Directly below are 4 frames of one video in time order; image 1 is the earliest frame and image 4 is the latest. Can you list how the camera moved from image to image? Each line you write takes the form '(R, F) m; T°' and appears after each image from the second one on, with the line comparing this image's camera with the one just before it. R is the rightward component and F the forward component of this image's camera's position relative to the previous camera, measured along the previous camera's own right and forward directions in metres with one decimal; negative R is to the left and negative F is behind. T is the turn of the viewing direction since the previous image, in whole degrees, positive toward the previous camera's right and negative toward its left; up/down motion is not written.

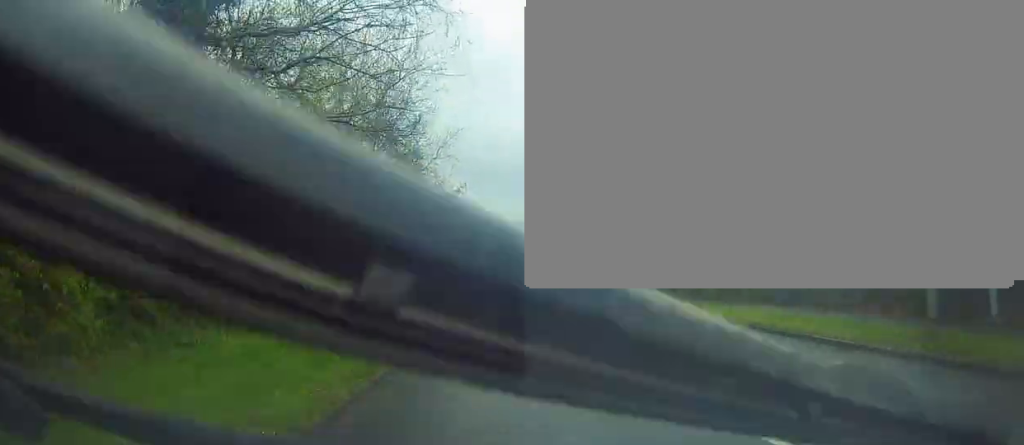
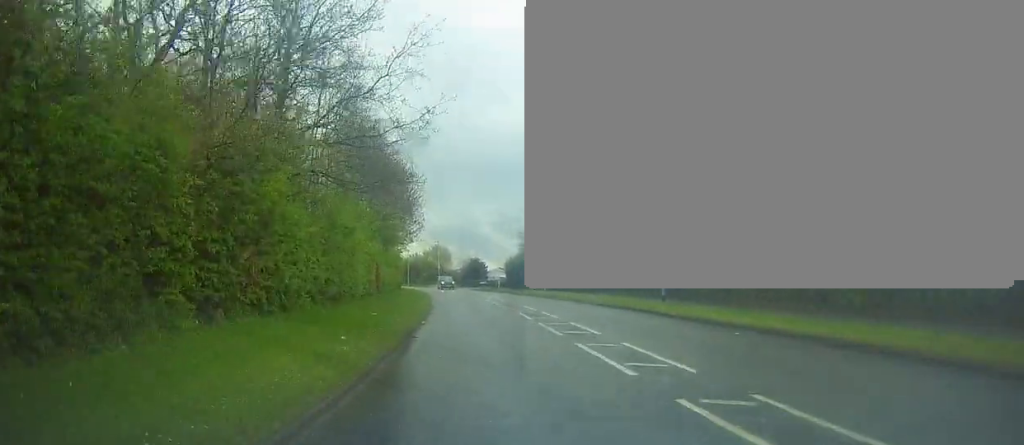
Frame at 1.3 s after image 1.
(+0.1, +13.0) m; 0°
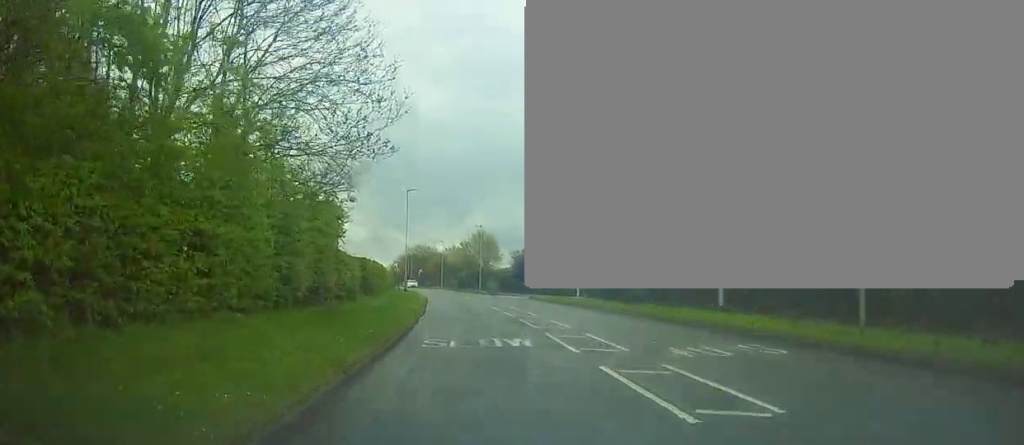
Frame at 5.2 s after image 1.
(-1.3, +39.0) m; -4°
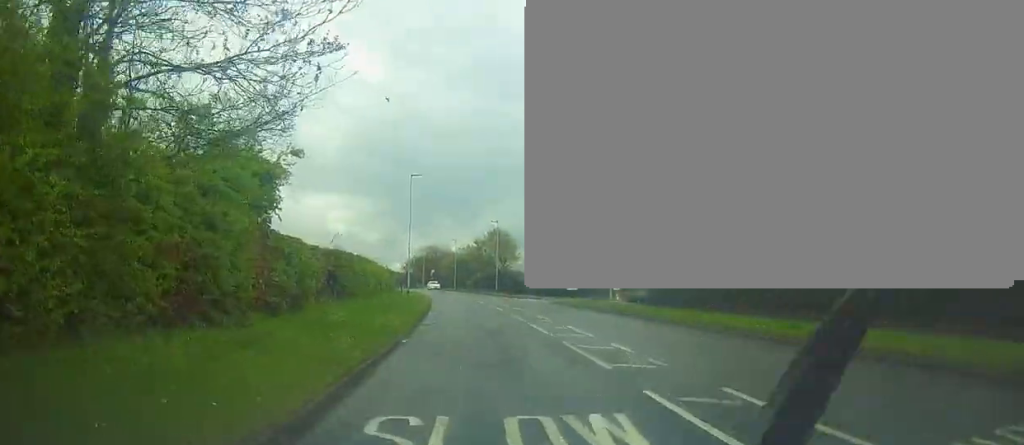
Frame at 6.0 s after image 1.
(0.0, +8.2) m; -2°
